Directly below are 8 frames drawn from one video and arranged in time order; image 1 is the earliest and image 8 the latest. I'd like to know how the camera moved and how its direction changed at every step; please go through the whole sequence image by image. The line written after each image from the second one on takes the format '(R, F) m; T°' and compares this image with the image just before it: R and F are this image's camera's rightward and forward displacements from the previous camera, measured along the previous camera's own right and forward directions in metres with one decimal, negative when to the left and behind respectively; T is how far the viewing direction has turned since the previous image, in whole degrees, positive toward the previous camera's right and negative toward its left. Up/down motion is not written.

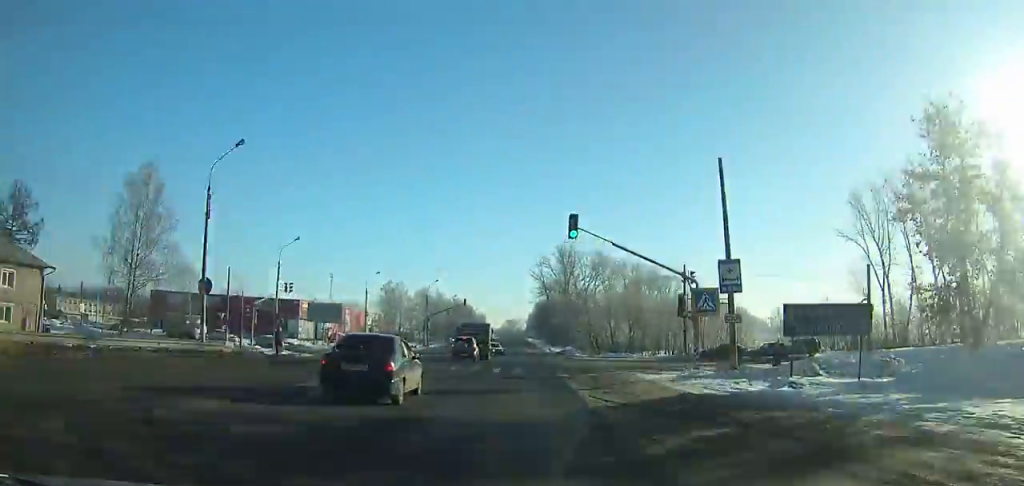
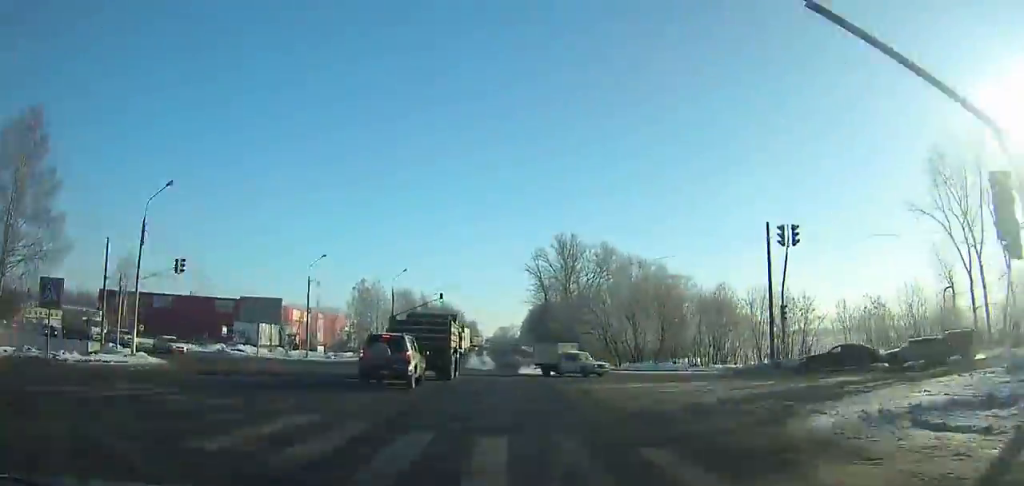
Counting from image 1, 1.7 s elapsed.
(+0.4, +21.7) m; -1°
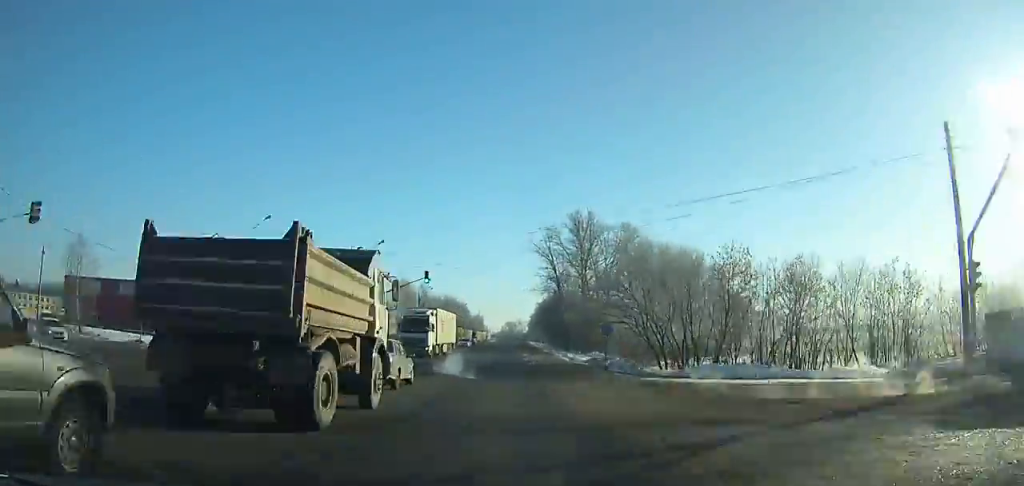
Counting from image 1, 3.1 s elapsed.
(-0.3, +18.3) m; -1°
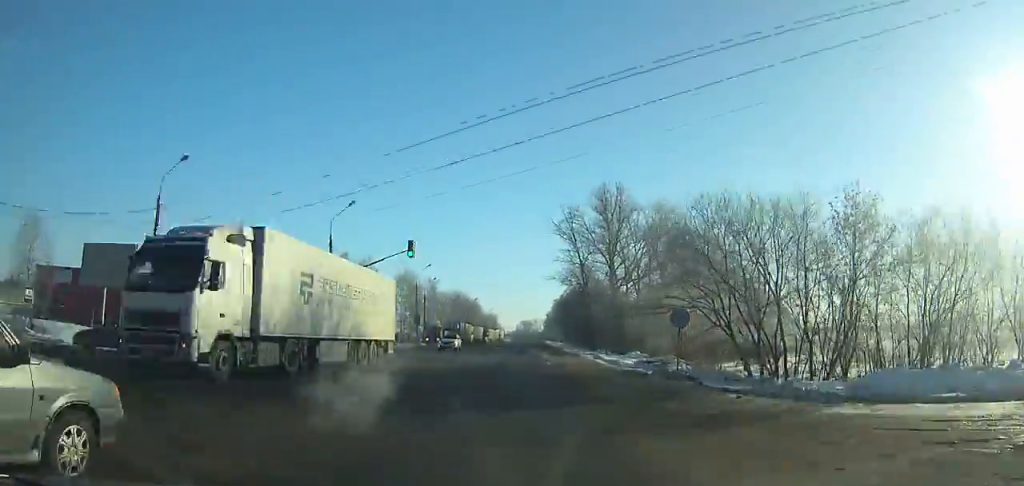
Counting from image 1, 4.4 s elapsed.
(-0.3, +17.3) m; -1°
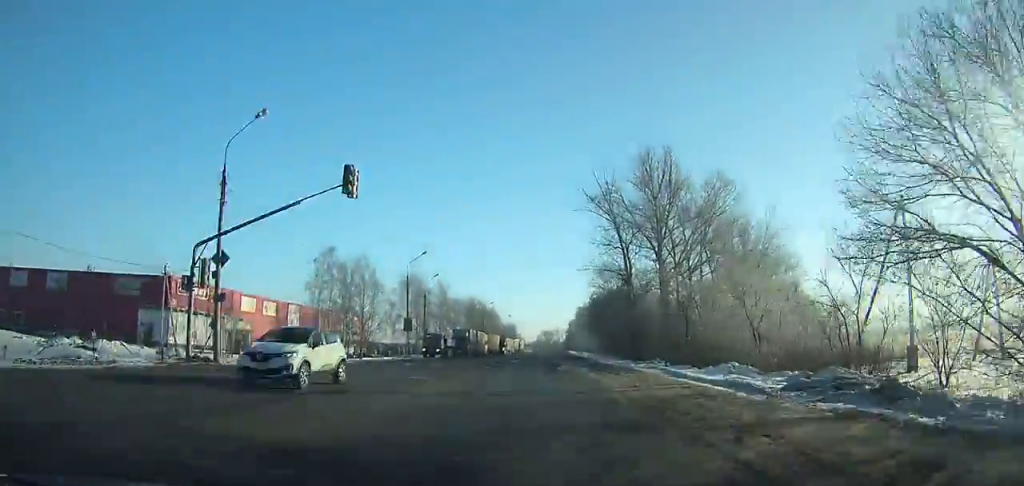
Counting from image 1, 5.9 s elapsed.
(-0.2, +20.6) m; 0°
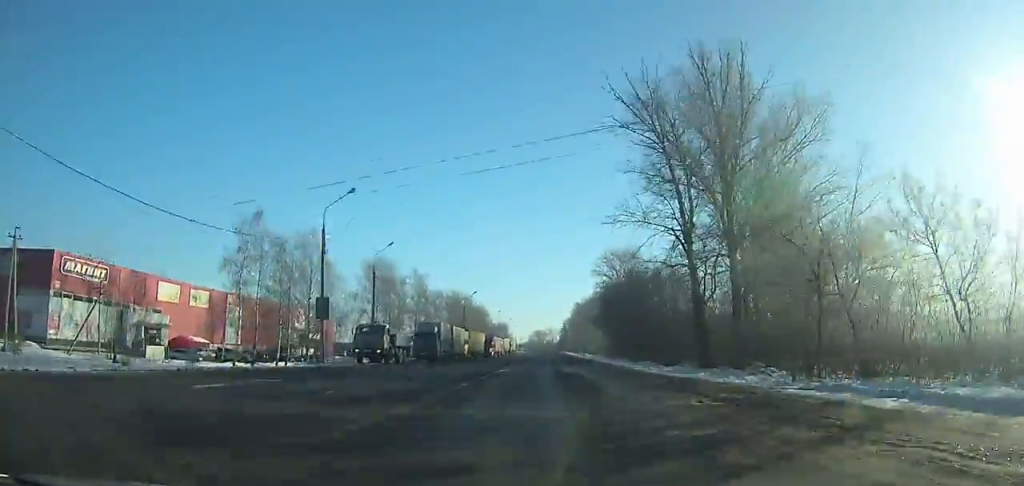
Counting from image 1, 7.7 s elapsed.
(-0.3, +25.5) m; +1°
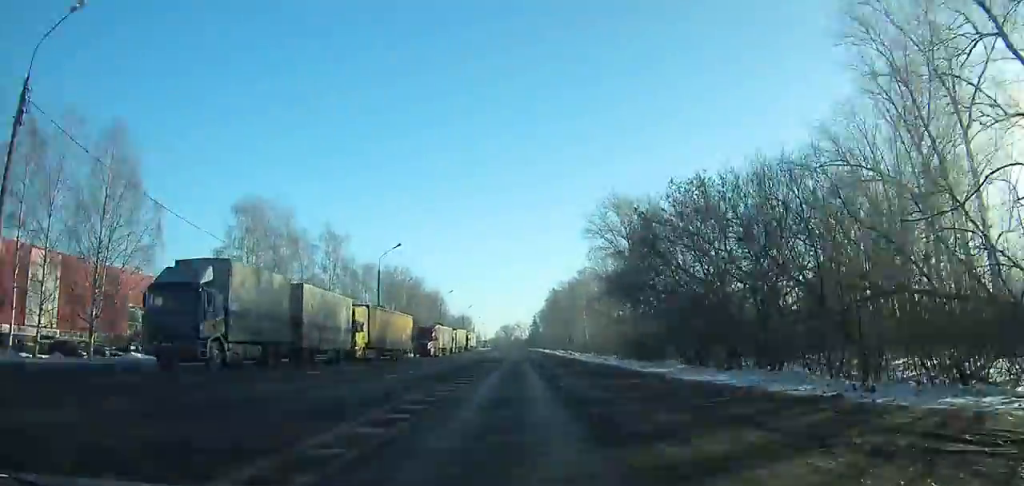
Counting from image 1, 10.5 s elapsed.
(+0.9, +42.0) m; +1°
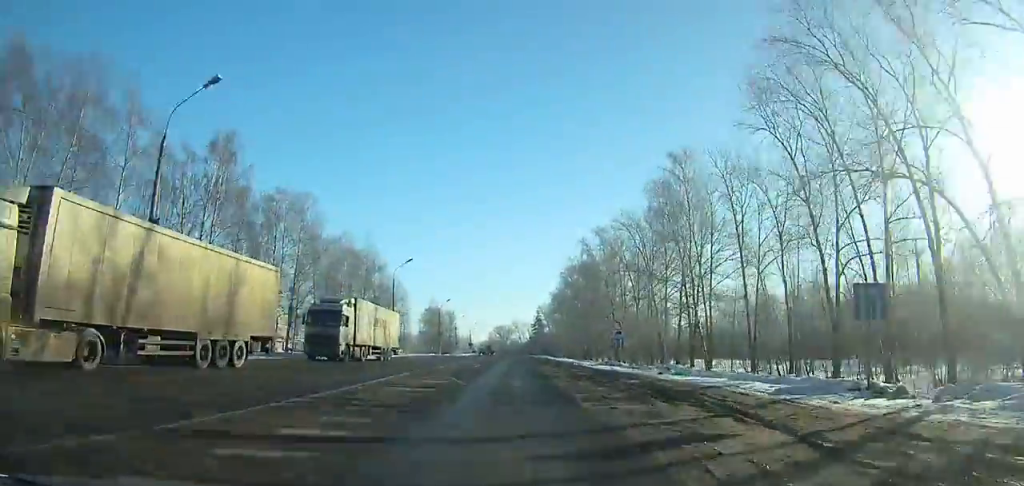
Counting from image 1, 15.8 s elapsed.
(+0.4, +85.2) m; 0°
